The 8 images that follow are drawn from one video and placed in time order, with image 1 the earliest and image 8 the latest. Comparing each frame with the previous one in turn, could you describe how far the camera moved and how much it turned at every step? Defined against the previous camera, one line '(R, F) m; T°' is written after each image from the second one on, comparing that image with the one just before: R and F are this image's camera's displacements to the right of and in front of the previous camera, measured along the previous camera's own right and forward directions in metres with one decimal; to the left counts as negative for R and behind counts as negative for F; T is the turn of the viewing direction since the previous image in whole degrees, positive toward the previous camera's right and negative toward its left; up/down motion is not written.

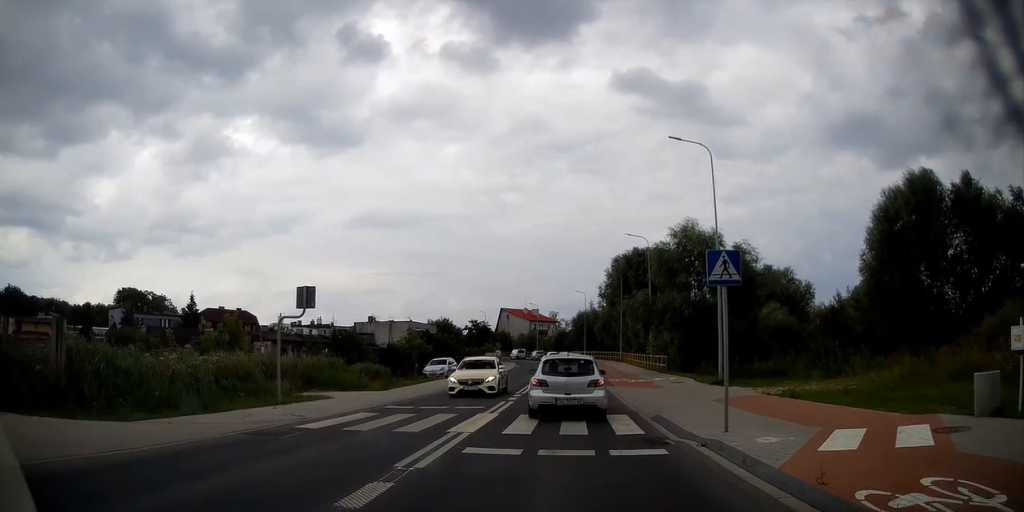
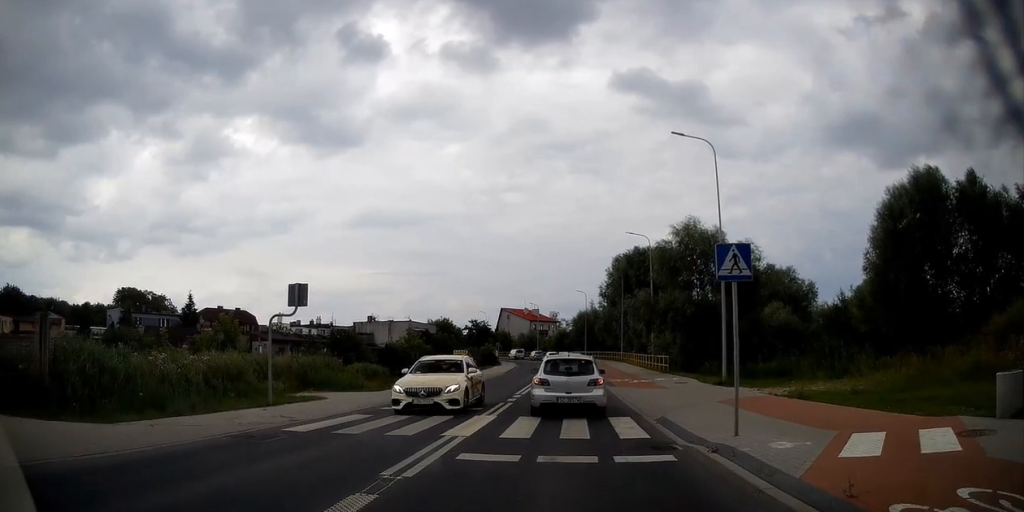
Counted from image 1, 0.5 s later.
(-0.1, +0.2) m; 0°
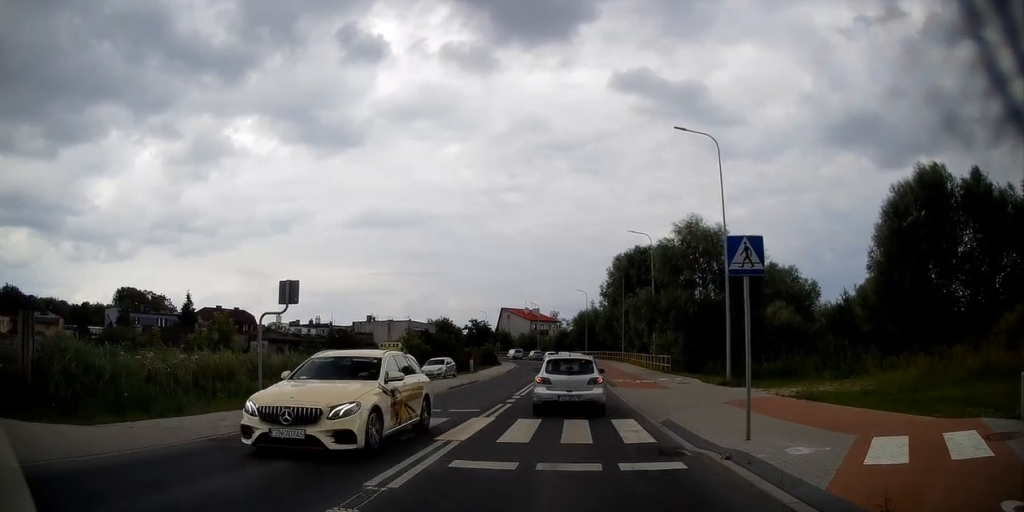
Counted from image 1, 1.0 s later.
(-0.1, +0.4) m; 0°
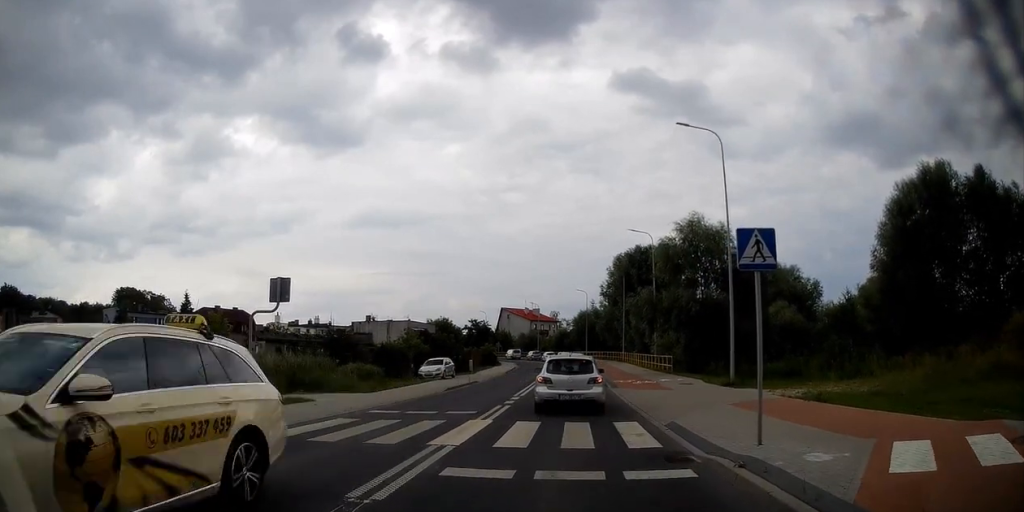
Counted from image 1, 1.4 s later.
(0.0, +0.5) m; 0°
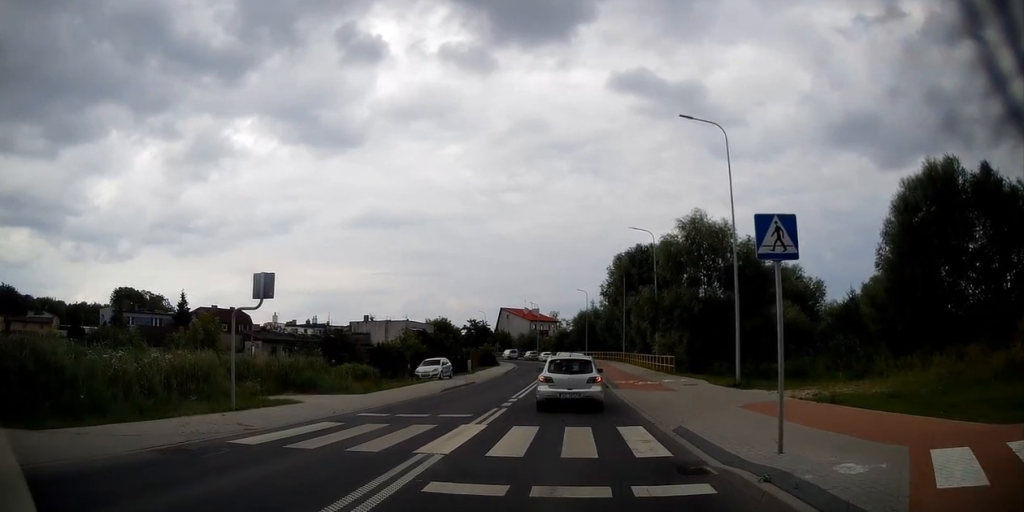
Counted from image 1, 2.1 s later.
(+0.1, +0.9) m; +2°
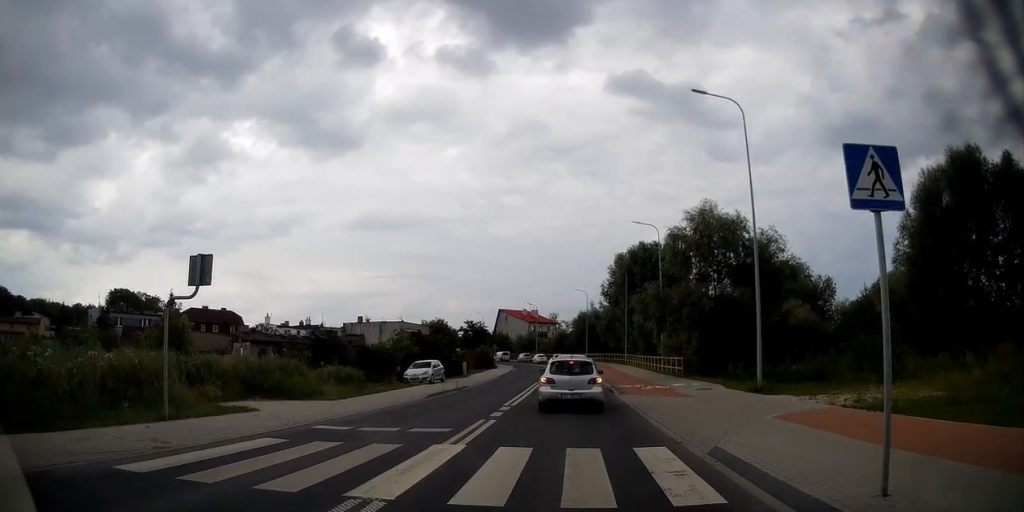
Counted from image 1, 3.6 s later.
(+0.2, +2.9) m; -1°
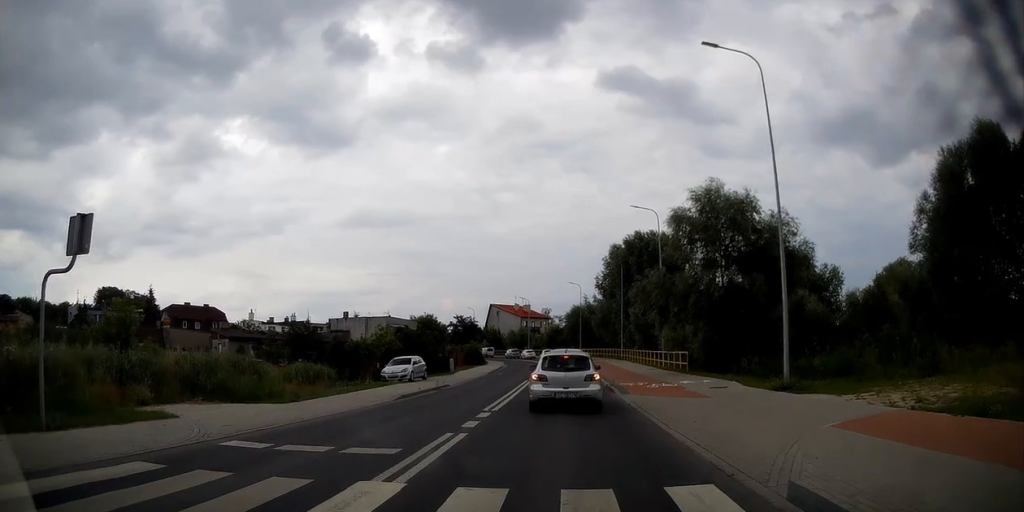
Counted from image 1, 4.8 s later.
(-0.2, +3.0) m; -2°
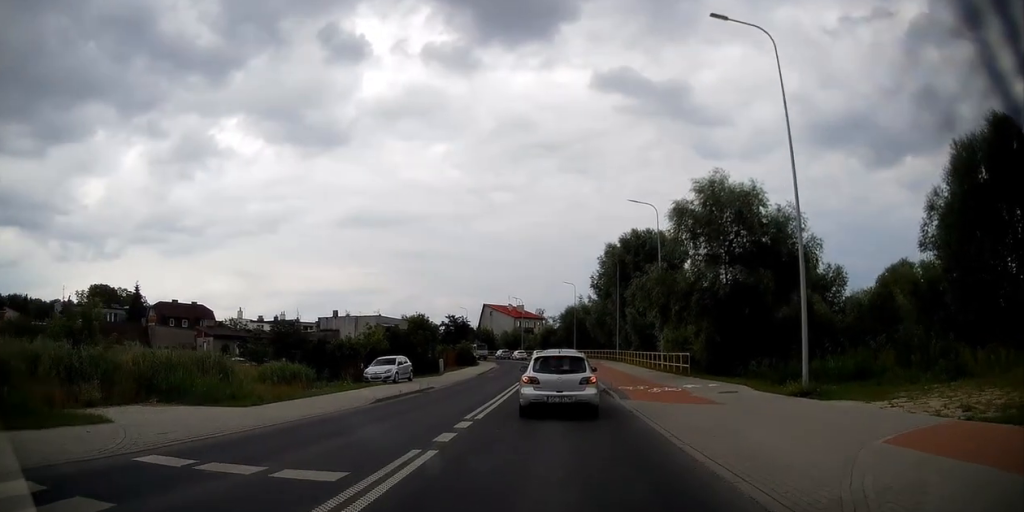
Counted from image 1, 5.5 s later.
(+0.1, +2.0) m; +2°
